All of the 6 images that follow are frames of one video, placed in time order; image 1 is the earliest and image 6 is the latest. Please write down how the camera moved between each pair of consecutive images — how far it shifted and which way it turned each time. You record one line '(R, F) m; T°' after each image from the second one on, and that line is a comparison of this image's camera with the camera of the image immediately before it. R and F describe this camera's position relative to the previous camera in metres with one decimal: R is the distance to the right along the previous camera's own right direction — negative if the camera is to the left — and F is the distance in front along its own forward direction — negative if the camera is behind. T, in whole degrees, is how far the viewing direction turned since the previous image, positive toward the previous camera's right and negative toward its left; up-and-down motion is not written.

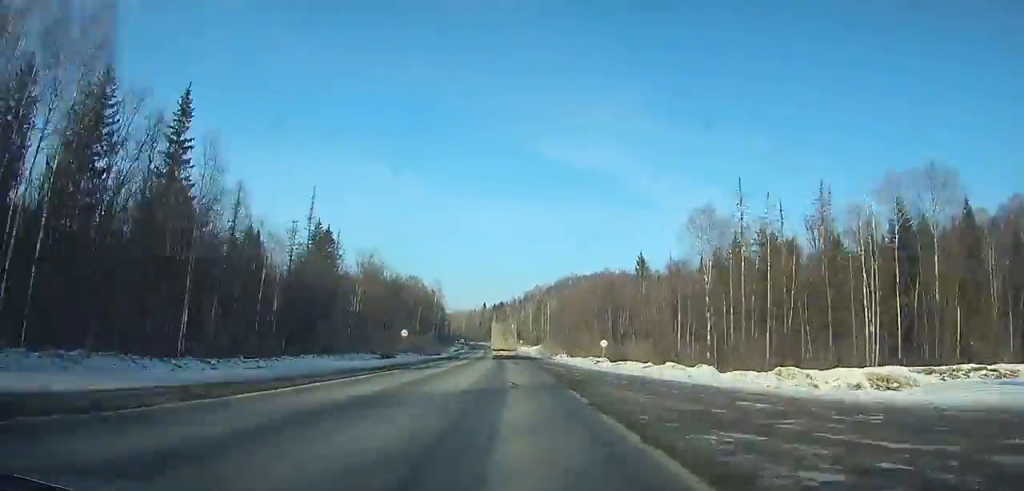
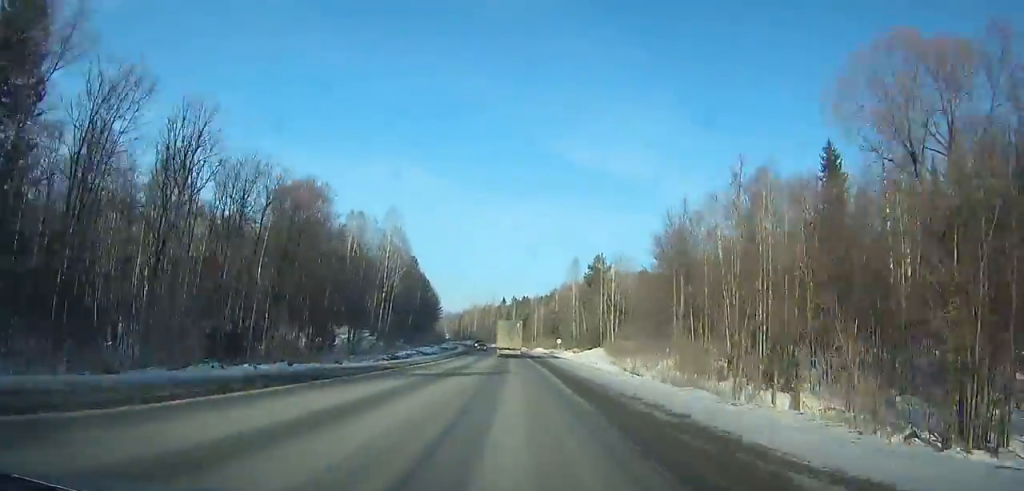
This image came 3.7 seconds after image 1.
(-2.3, +86.3) m; -3°
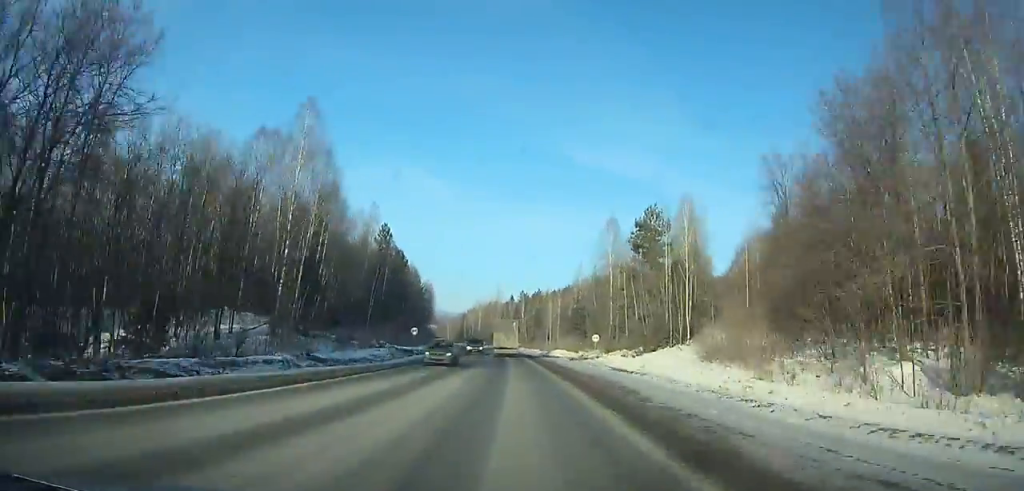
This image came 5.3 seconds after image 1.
(+0.2, +37.5) m; -1°
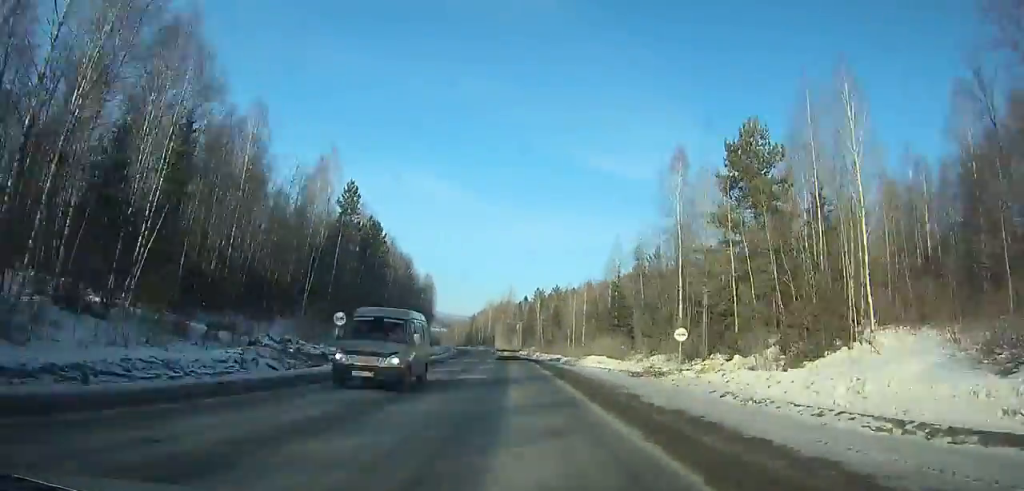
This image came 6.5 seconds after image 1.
(-0.6, +28.1) m; -1°
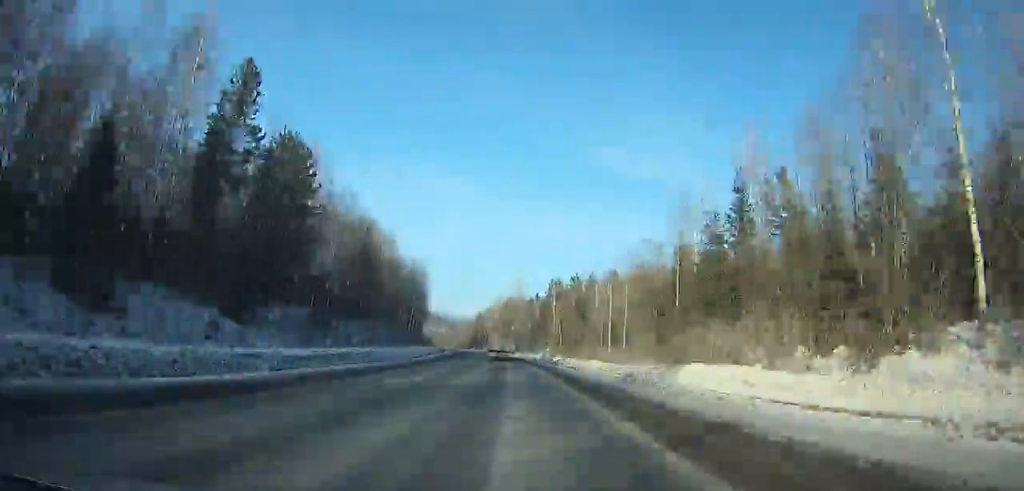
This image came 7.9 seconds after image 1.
(-0.3, +32.8) m; -2°
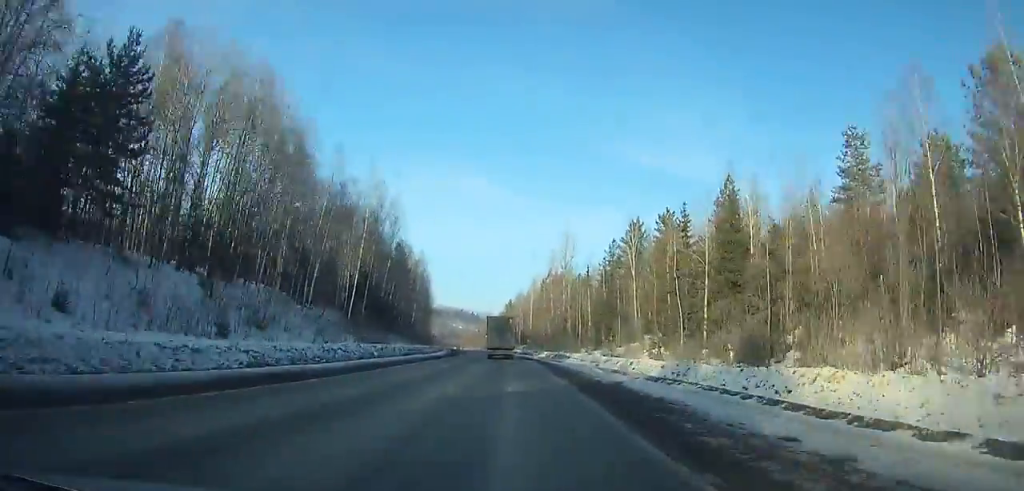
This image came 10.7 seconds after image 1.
(-2.0, +65.3) m; -3°
